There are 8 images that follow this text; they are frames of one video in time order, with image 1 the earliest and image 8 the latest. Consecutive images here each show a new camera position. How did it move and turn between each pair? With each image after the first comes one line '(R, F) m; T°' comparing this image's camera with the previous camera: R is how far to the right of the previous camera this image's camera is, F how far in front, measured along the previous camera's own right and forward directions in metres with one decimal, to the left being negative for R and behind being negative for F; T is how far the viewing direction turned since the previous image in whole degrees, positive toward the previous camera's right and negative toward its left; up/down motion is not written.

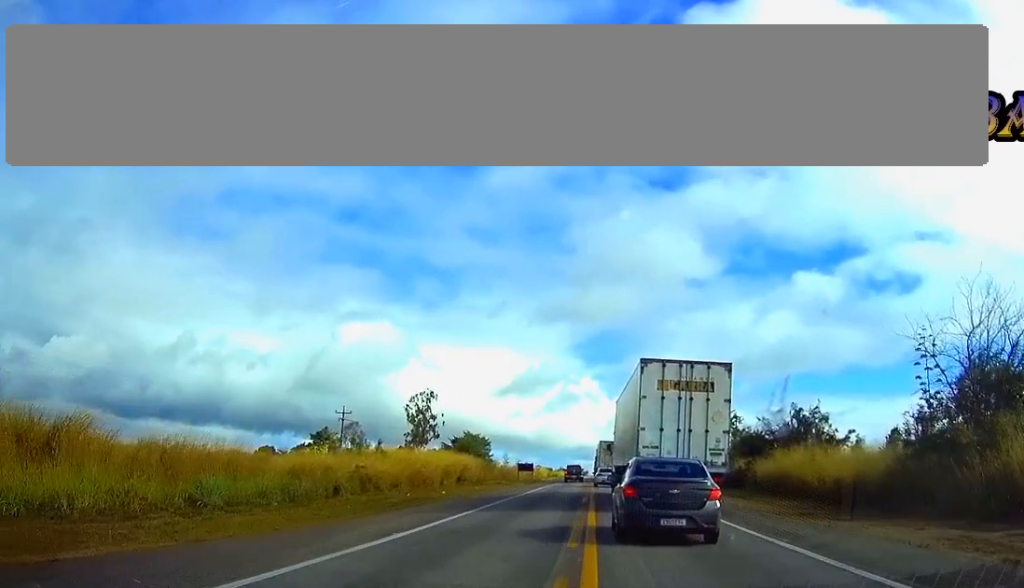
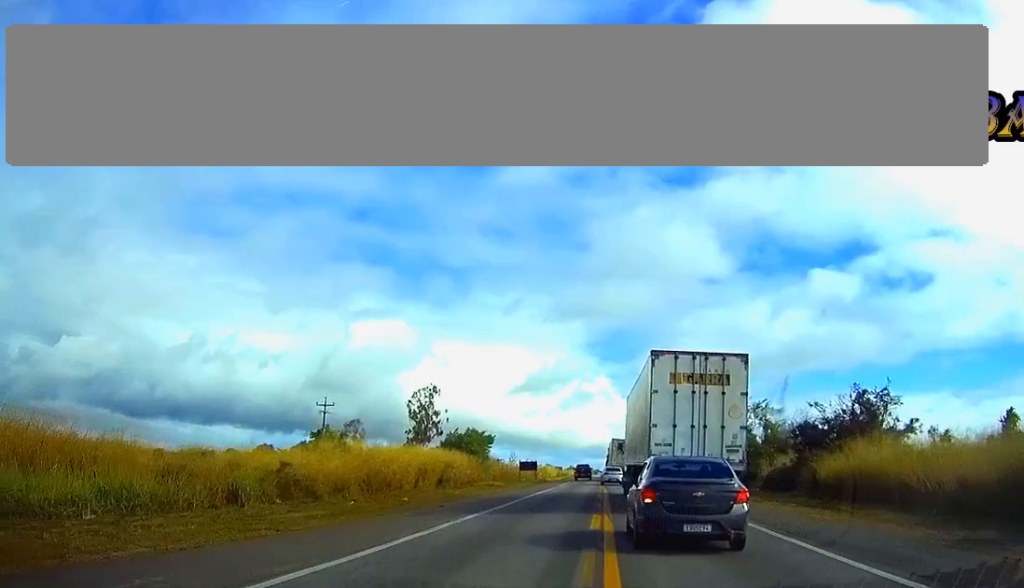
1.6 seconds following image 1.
(0.0, +12.5) m; -1°
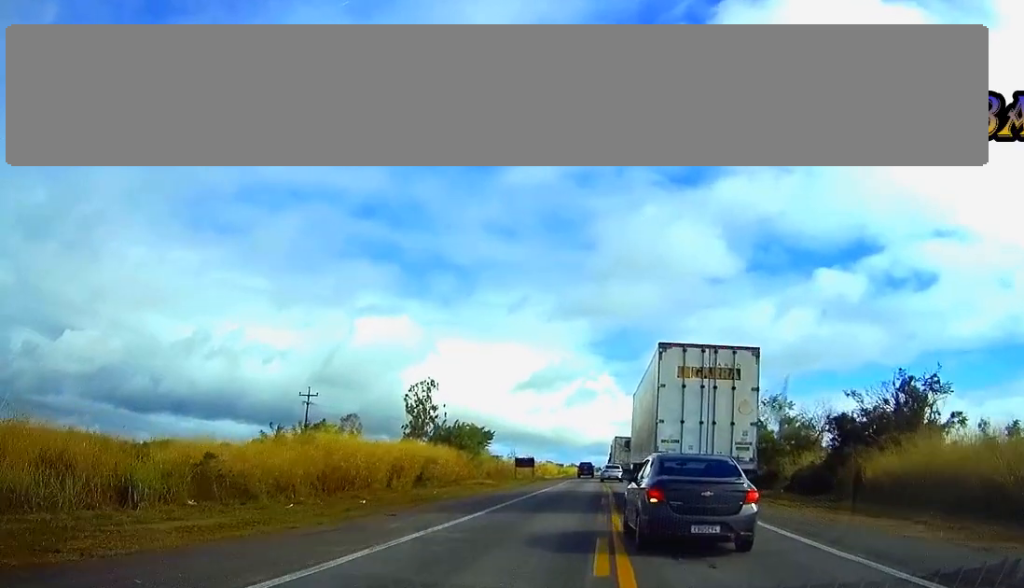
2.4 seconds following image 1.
(-0.1, +6.8) m; 0°
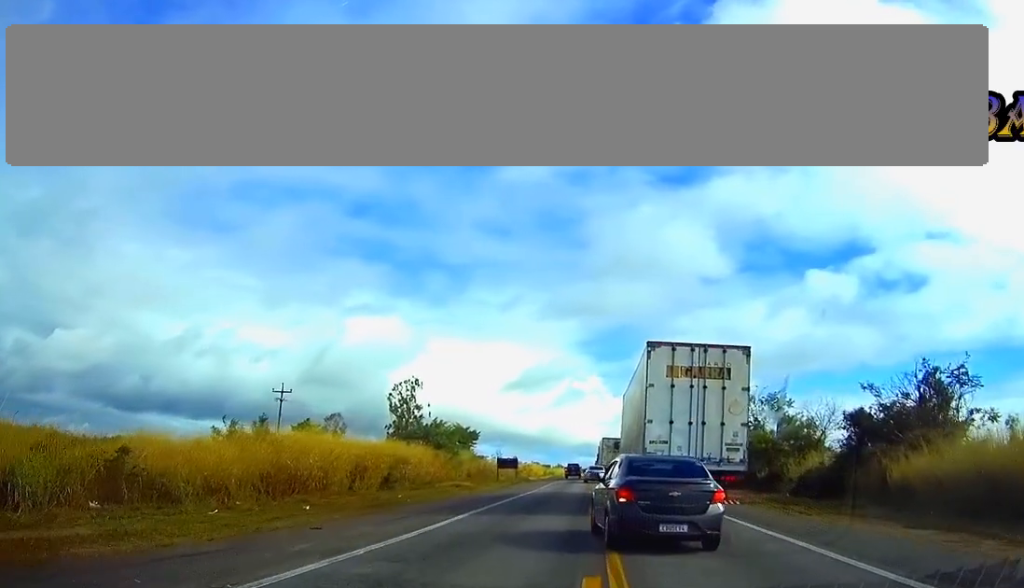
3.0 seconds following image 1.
(0.0, +4.7) m; +1°
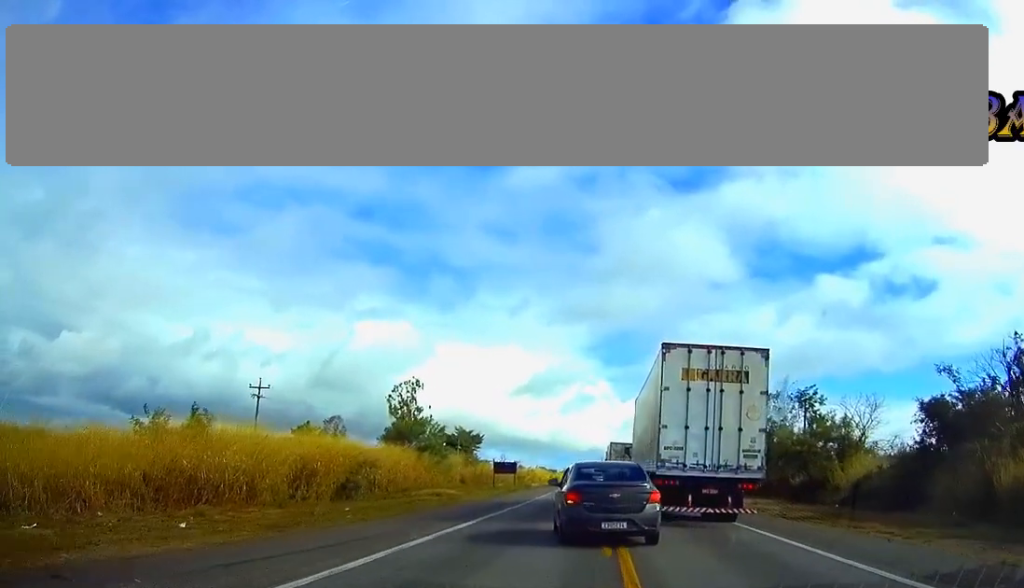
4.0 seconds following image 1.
(+0.1, +8.6) m; +1°
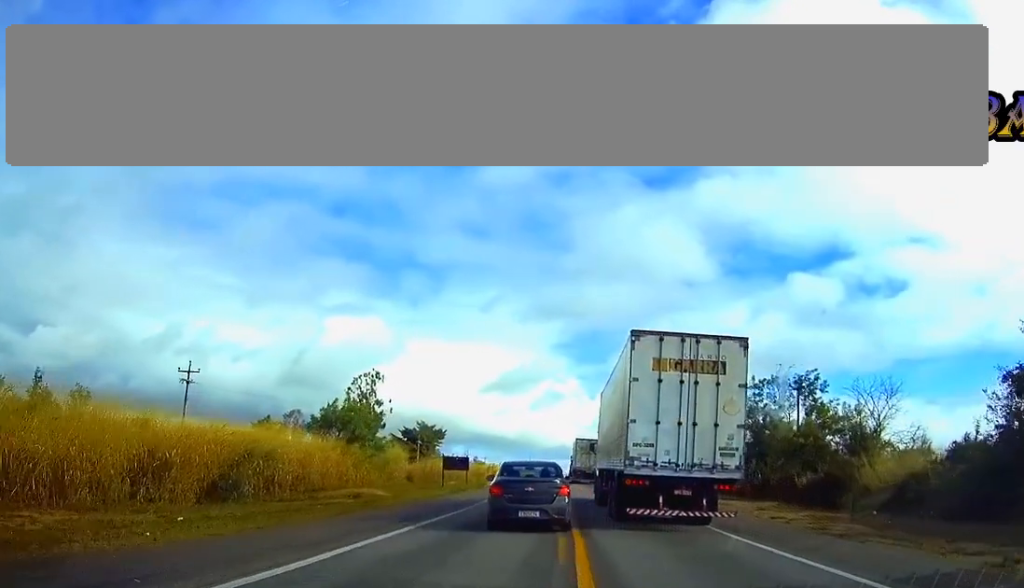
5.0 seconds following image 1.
(+0.1, +9.3) m; 0°
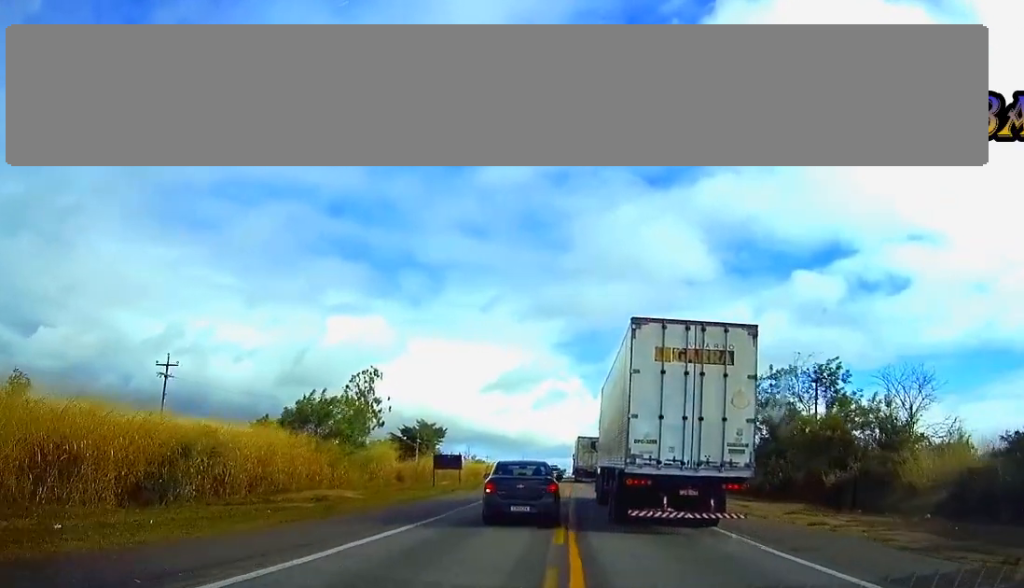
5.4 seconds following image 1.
(+0.1, +4.6) m; 0°
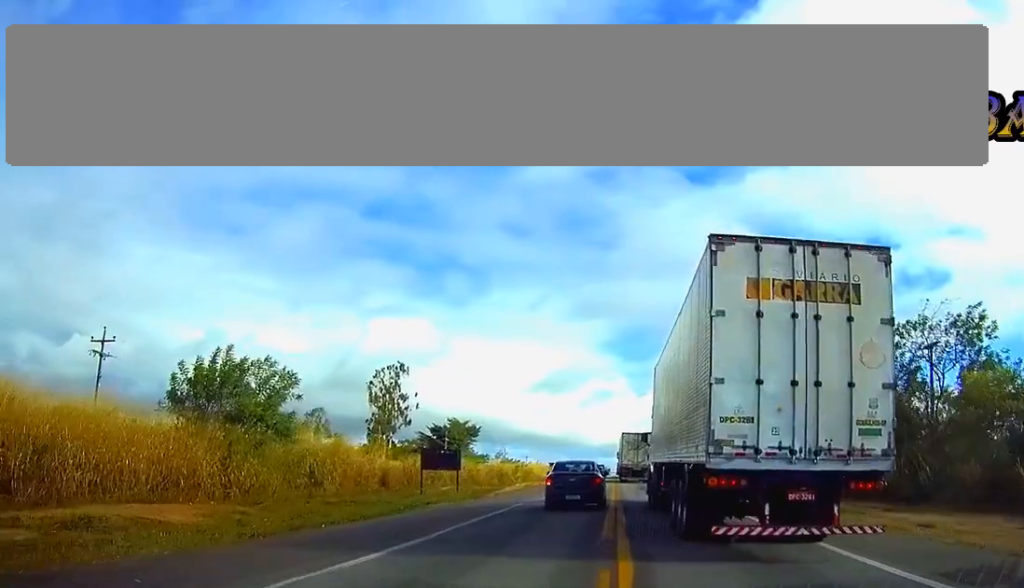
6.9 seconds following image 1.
(-0.3, +16.4) m; -1°
